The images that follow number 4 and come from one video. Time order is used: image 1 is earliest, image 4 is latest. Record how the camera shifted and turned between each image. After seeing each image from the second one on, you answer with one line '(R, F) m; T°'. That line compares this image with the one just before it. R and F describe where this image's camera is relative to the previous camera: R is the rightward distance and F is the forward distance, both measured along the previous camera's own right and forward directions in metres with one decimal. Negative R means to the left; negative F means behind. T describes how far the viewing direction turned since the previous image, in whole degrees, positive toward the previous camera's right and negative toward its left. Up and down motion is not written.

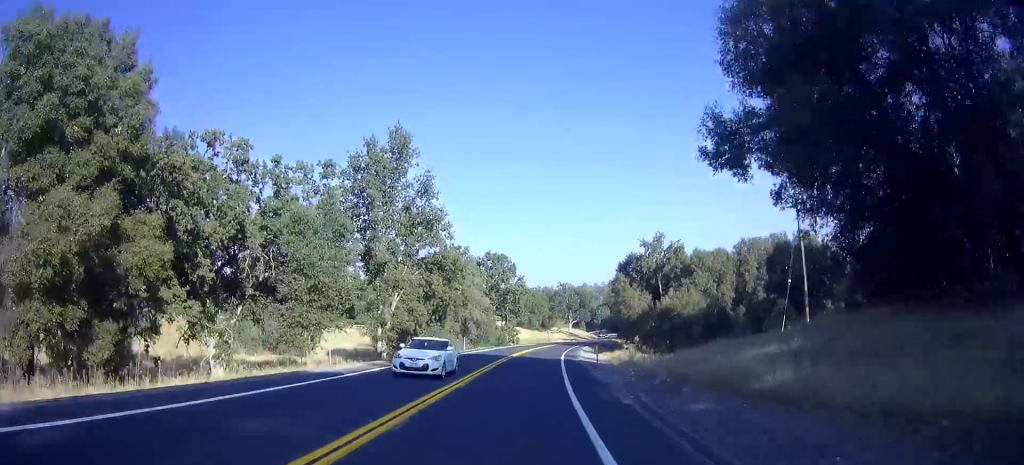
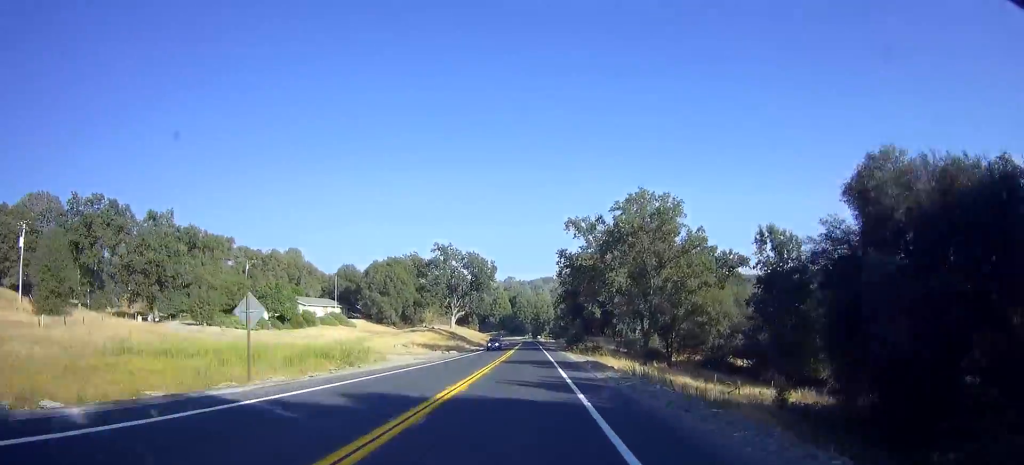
(+10.4, +98.7) m; +11°
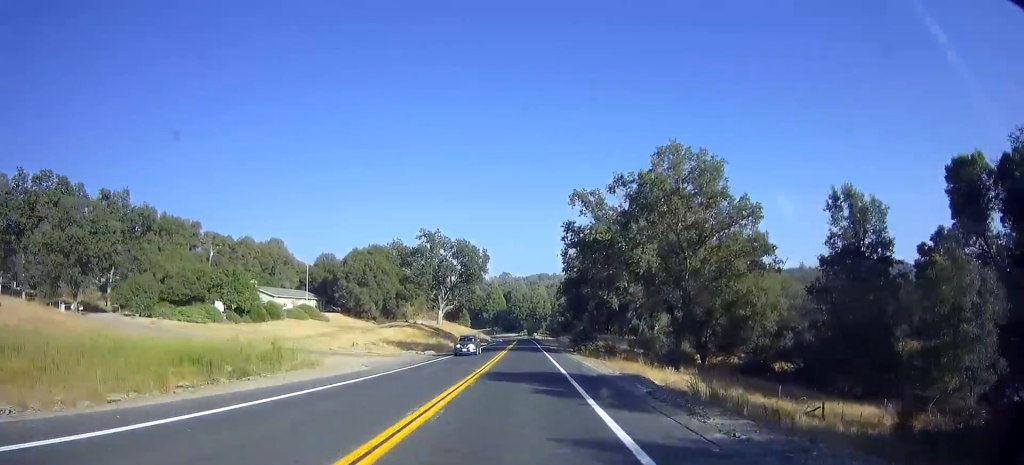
(+0.2, +13.0) m; +1°
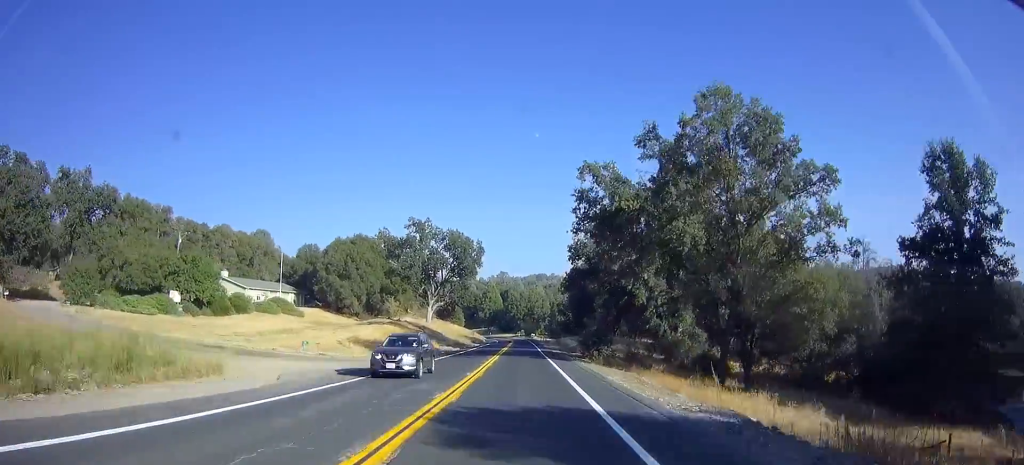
(0.0, +10.4) m; +1°
